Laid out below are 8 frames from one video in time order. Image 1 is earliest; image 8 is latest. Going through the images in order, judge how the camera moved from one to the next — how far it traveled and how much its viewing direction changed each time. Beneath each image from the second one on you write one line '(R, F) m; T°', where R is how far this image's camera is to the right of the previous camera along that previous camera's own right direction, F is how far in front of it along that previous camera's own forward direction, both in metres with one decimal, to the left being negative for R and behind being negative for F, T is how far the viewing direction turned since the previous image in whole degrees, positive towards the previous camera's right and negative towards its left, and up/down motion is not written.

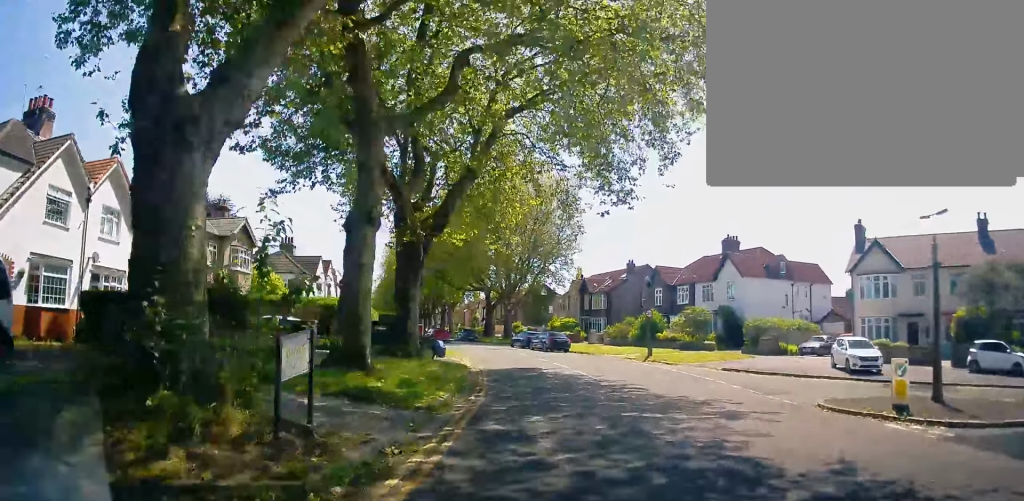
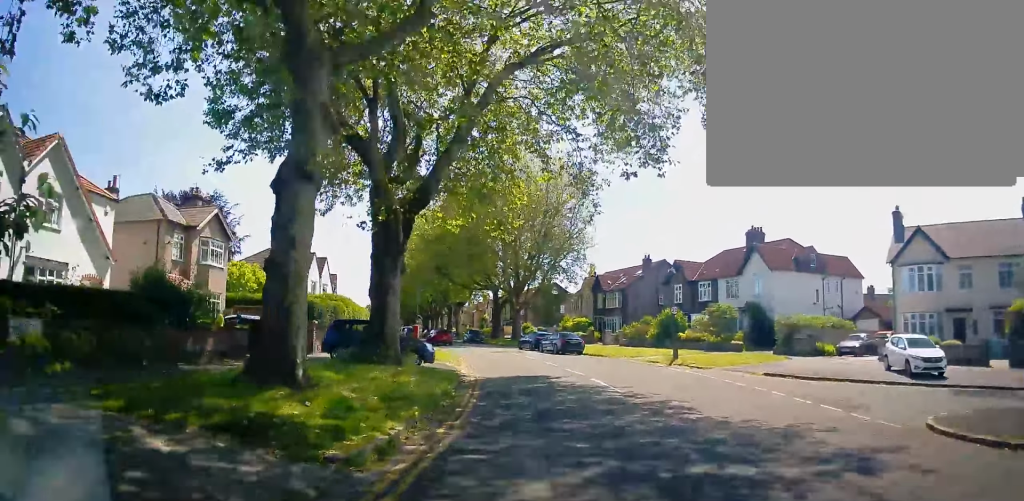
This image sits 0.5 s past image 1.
(+0.1, +4.4) m; -3°
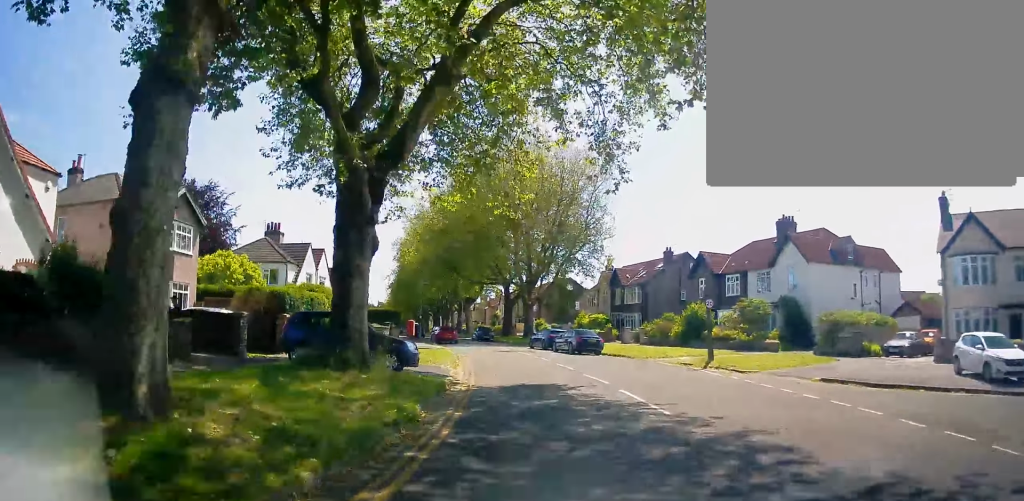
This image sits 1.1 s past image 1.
(+0.1, +4.4) m; -3°
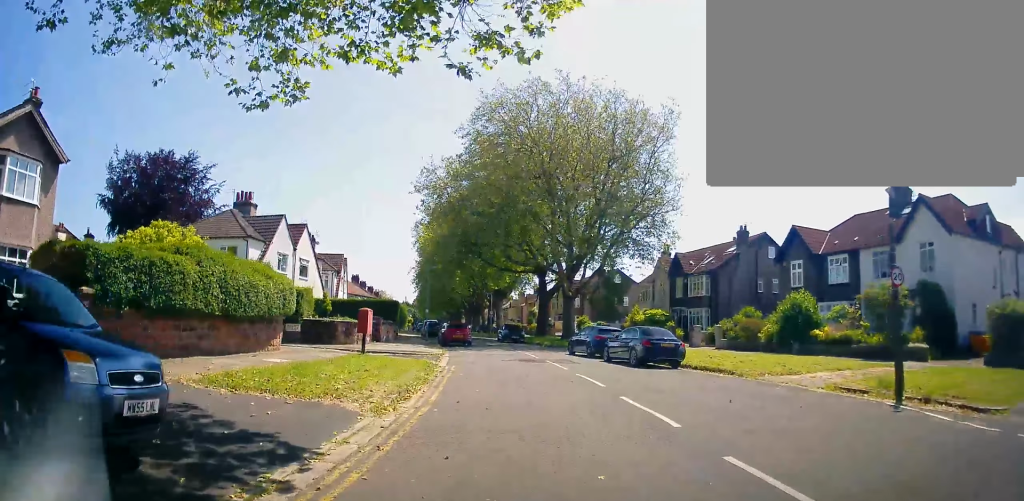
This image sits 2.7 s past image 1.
(-1.4, +12.7) m; -7°
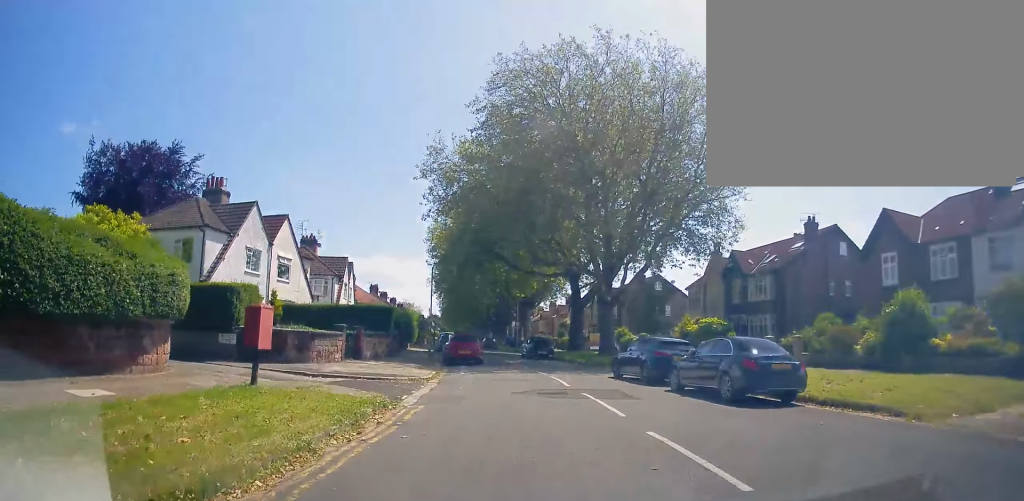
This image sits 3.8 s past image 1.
(-0.1, +8.5) m; 0°
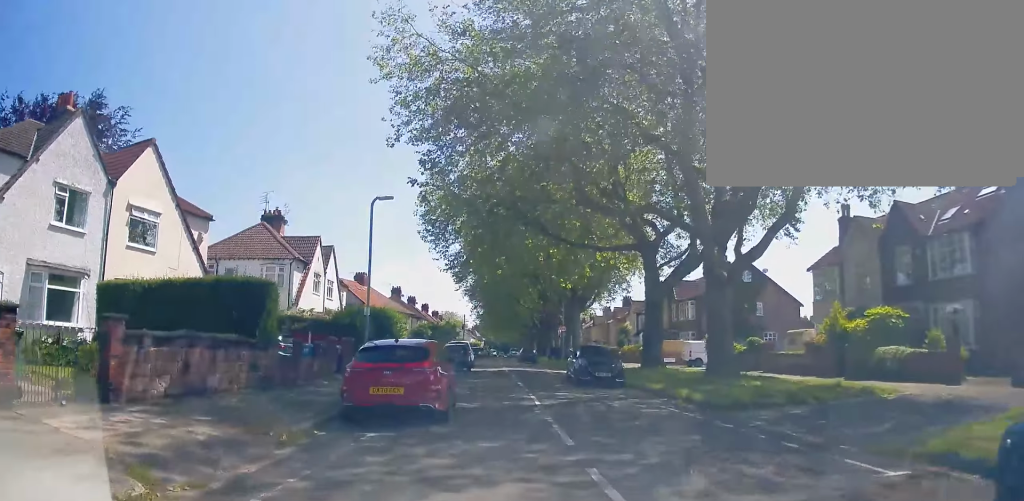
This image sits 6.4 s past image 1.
(+0.4, +18.6) m; 0°
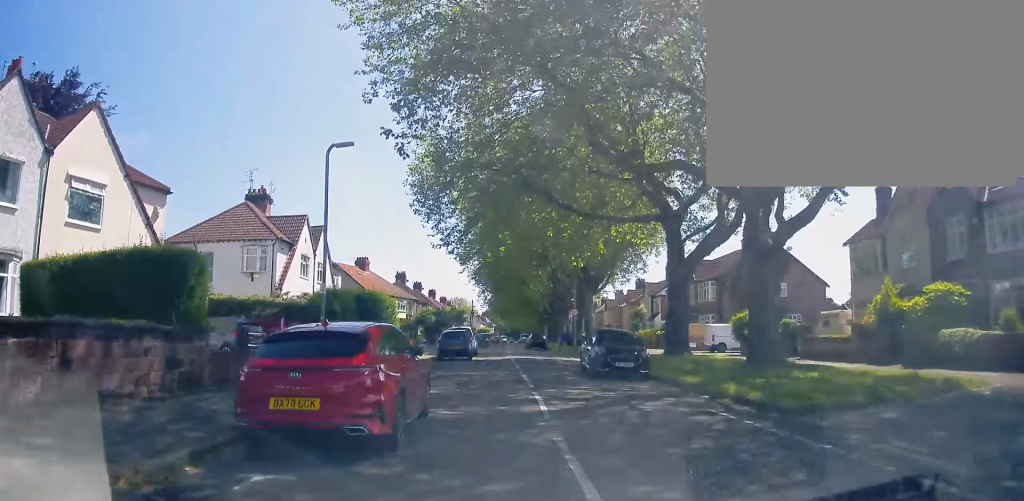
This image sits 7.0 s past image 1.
(+0.1, +3.8) m; -2°
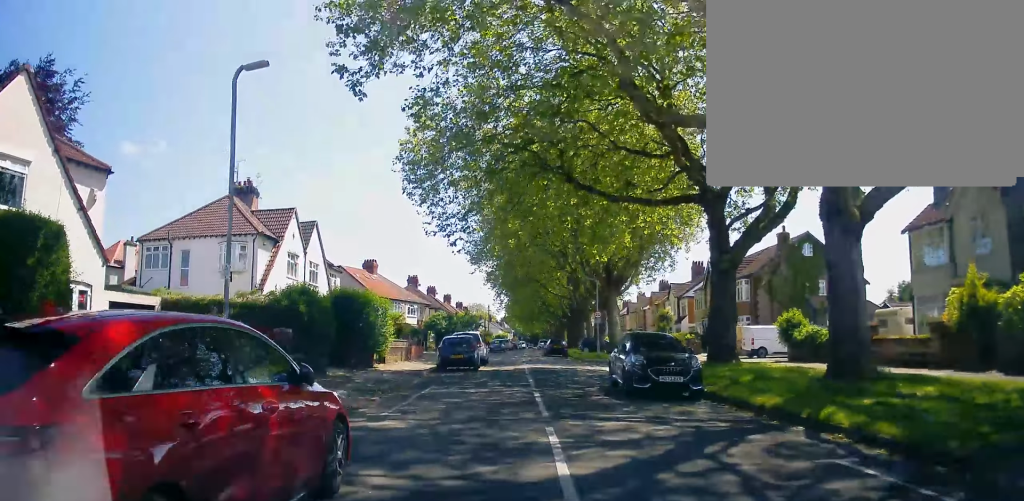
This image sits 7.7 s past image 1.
(-0.3, +4.6) m; -3°
